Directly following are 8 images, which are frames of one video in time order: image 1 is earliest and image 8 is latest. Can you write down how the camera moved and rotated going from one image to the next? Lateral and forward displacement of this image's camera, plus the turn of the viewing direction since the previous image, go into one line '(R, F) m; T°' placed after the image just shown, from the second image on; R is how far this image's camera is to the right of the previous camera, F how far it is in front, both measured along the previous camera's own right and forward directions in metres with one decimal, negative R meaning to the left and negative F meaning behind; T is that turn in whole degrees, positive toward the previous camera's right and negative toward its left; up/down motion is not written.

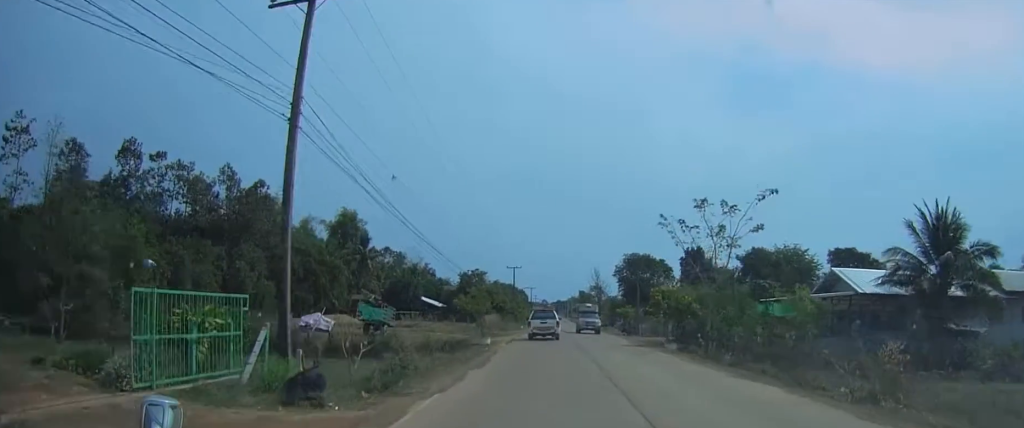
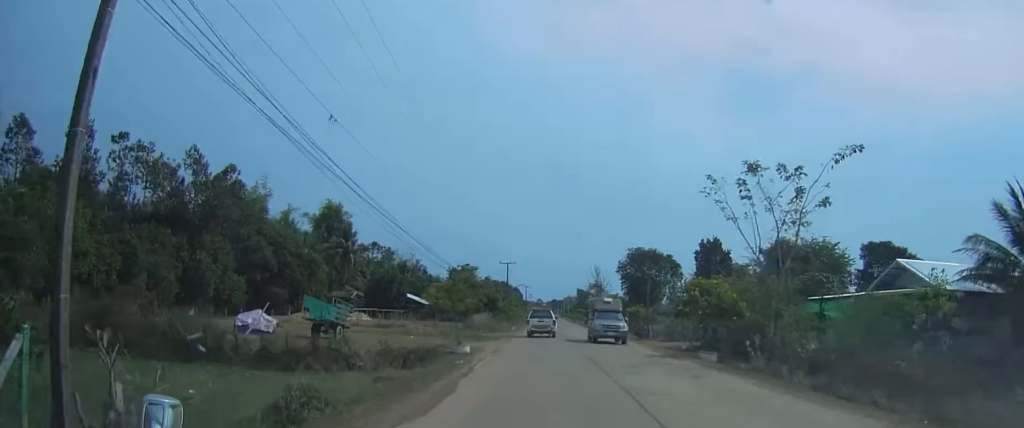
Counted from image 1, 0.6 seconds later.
(0.0, +8.3) m; 0°
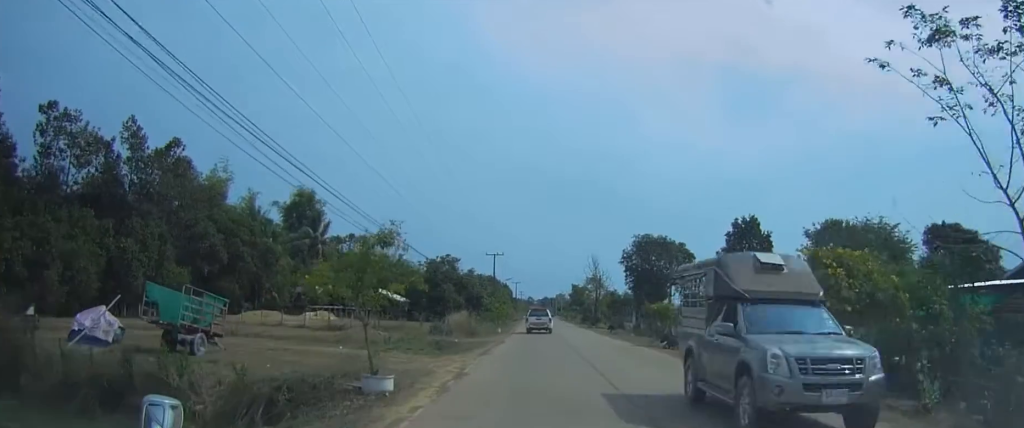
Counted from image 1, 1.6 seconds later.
(0.0, +12.3) m; +1°
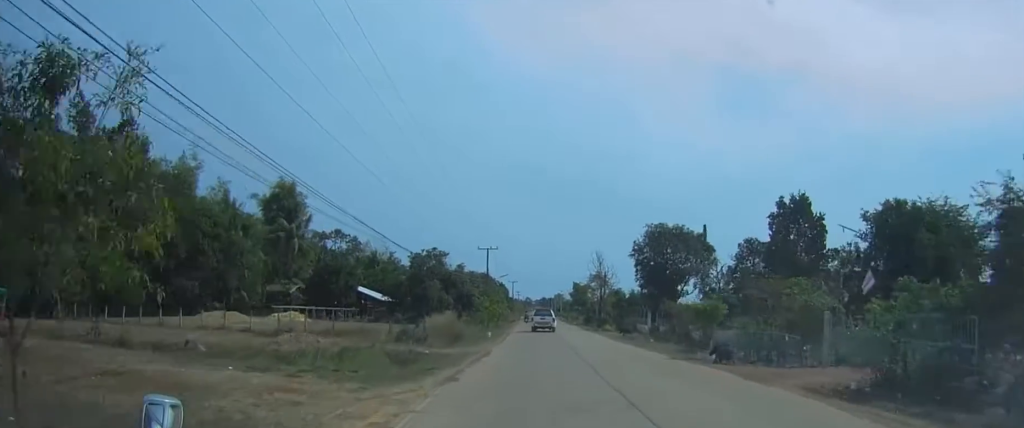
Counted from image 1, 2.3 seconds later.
(+0.1, +9.3) m; 0°
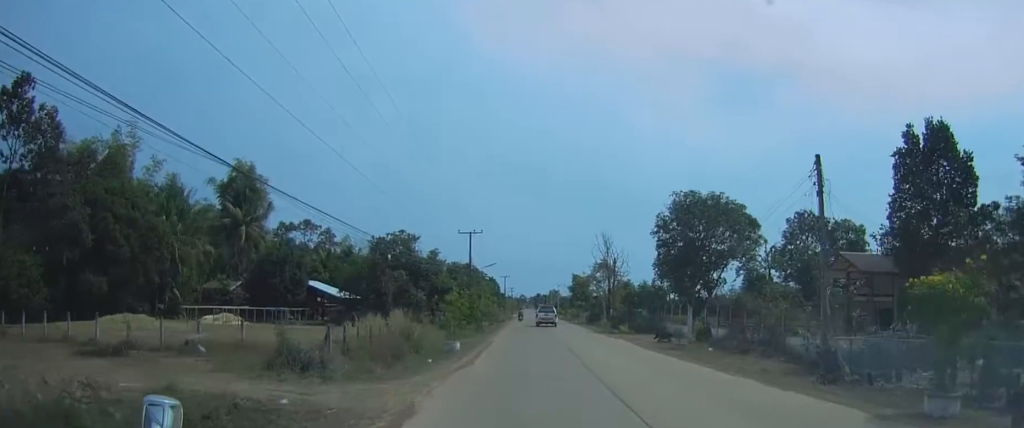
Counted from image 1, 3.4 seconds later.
(0.0, +15.2) m; 0°
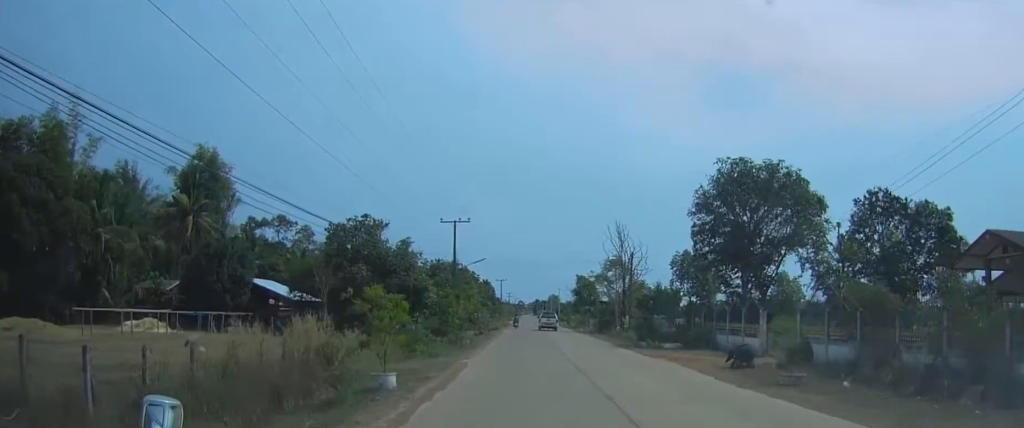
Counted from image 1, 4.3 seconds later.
(0.0, +12.4) m; 0°
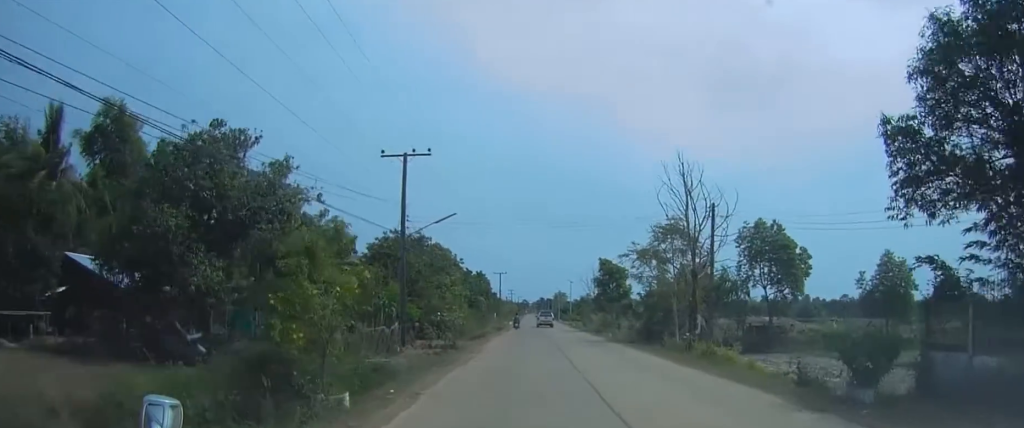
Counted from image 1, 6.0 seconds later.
(0.0, +25.5) m; 0°
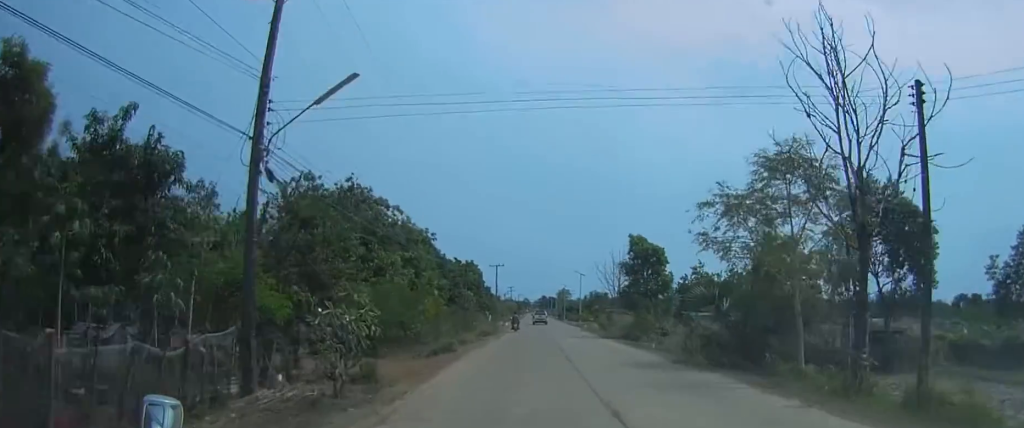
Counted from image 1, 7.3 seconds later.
(0.0, +21.7) m; 0°
